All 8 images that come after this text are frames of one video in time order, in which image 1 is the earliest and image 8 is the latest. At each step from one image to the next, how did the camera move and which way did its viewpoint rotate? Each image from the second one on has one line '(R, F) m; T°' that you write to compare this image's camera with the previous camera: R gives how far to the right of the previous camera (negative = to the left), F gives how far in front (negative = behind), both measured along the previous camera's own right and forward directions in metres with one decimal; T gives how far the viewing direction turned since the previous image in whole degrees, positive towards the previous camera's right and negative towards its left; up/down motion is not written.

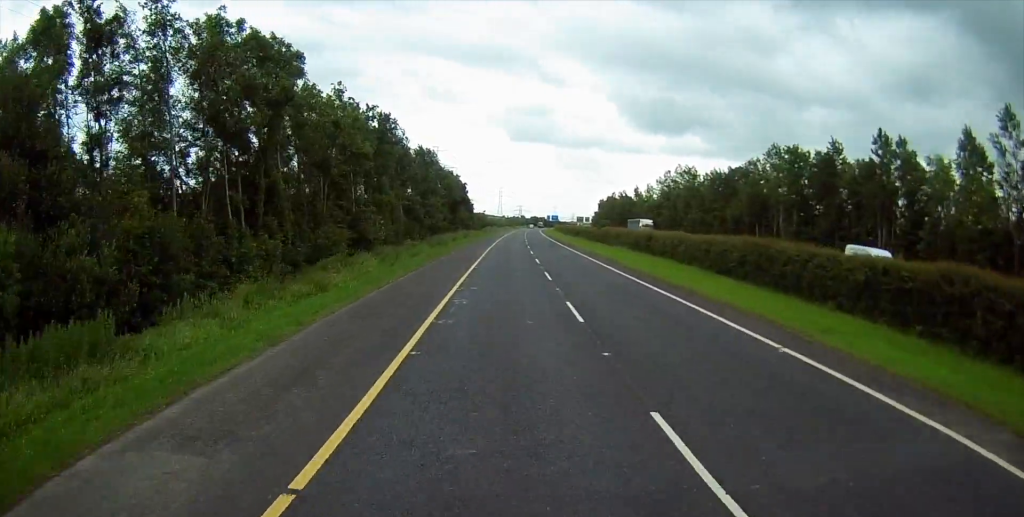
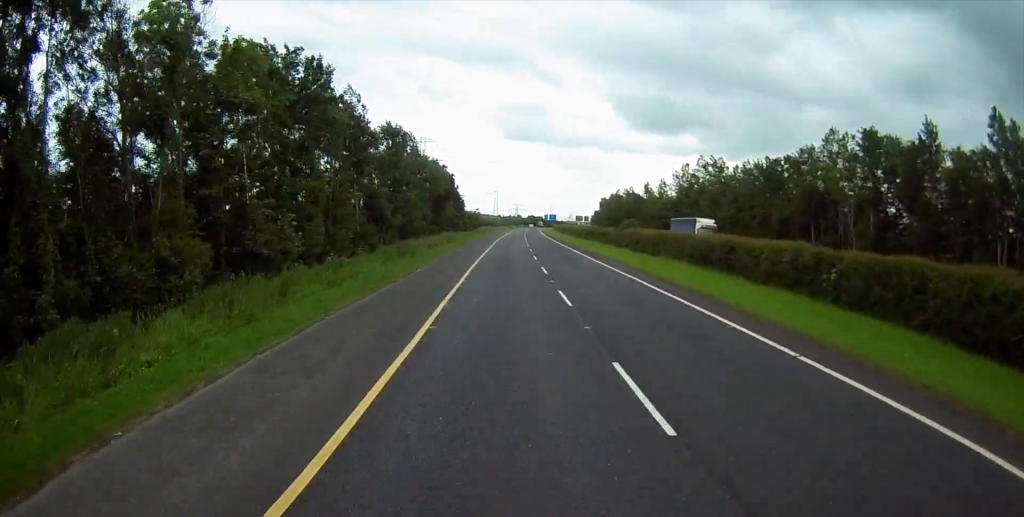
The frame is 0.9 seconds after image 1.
(-0.1, +21.0) m; 0°
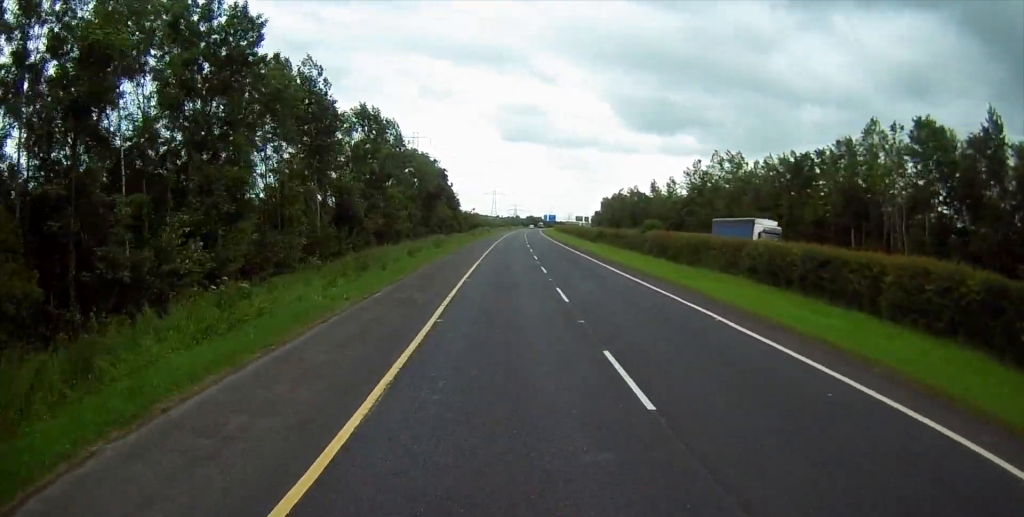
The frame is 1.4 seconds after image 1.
(-0.2, +10.9) m; 0°
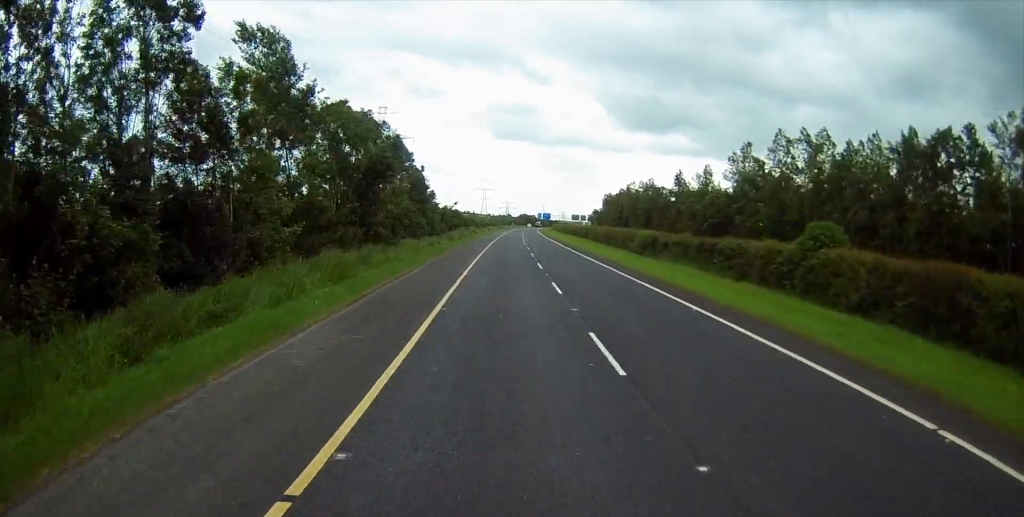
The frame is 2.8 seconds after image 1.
(+0.6, +34.3) m; +1°
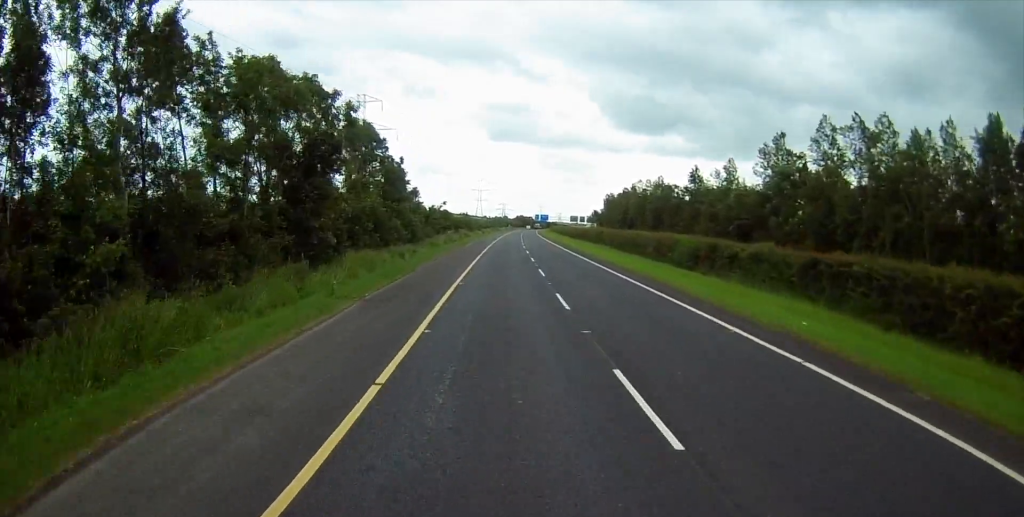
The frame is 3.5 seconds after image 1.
(0.0, +15.6) m; 0°
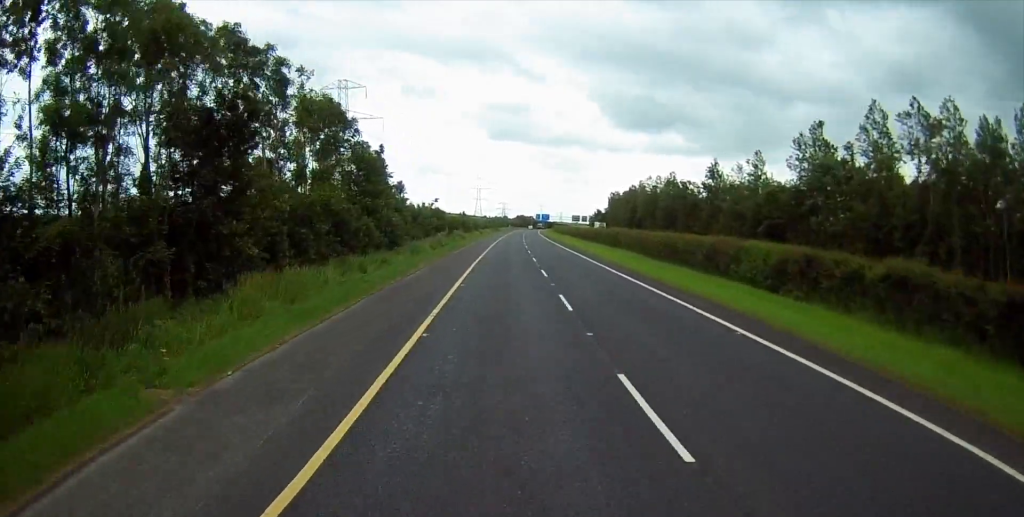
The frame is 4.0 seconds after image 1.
(+0.1, +12.4) m; 0°
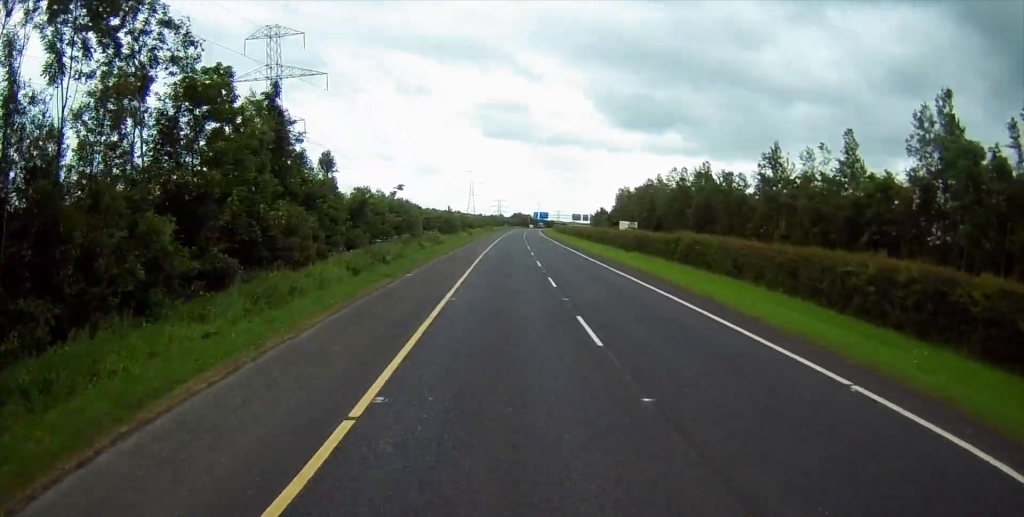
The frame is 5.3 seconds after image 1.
(-0.1, +29.5) m; 0°
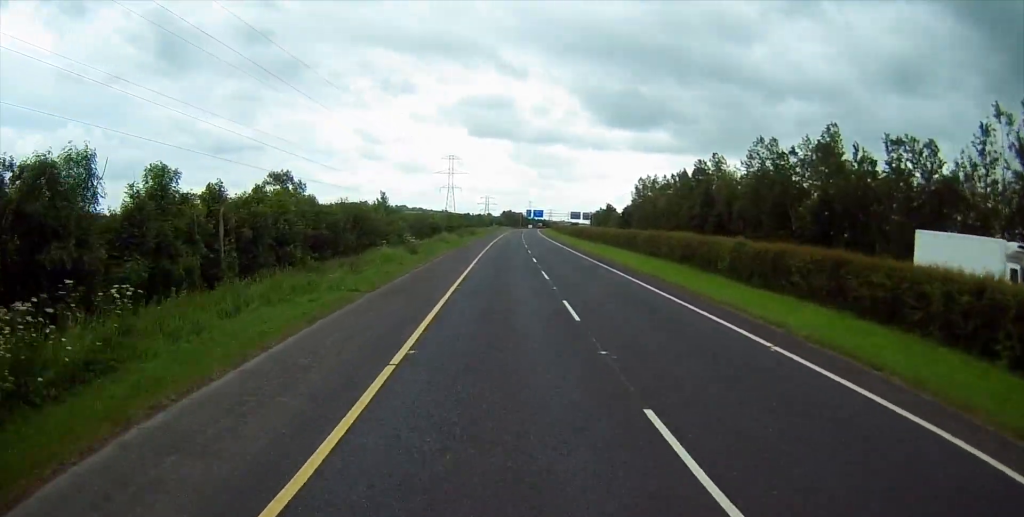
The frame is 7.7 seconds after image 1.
(+0.9, +56.6) m; +2°
